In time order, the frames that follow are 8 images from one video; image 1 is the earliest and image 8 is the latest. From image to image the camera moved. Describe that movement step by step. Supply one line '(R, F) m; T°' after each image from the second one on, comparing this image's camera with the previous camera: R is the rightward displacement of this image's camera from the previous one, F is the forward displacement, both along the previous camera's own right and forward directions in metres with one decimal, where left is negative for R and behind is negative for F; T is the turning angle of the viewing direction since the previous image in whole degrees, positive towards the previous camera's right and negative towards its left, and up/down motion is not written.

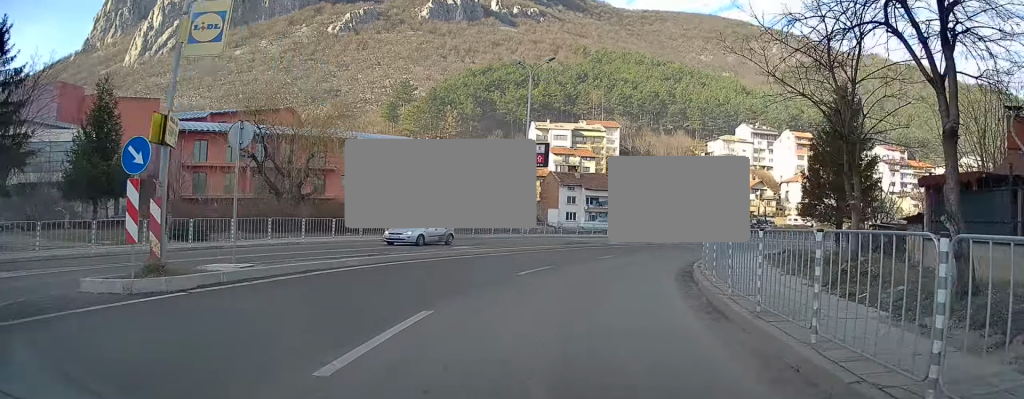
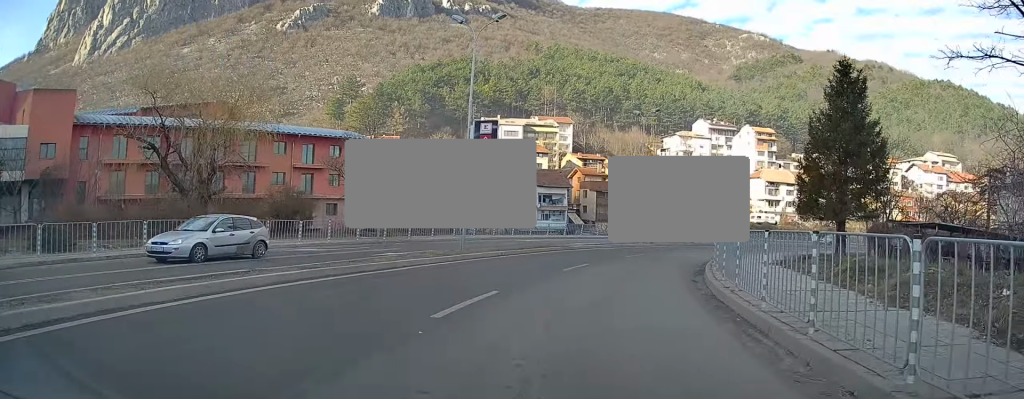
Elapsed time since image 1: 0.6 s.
(-0.3, +6.0) m; +5°
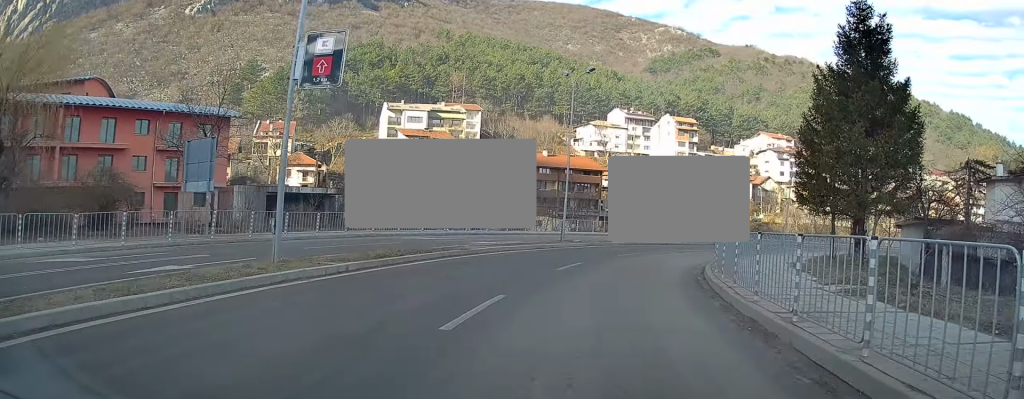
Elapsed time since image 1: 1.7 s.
(+1.4, +9.9) m; +11°
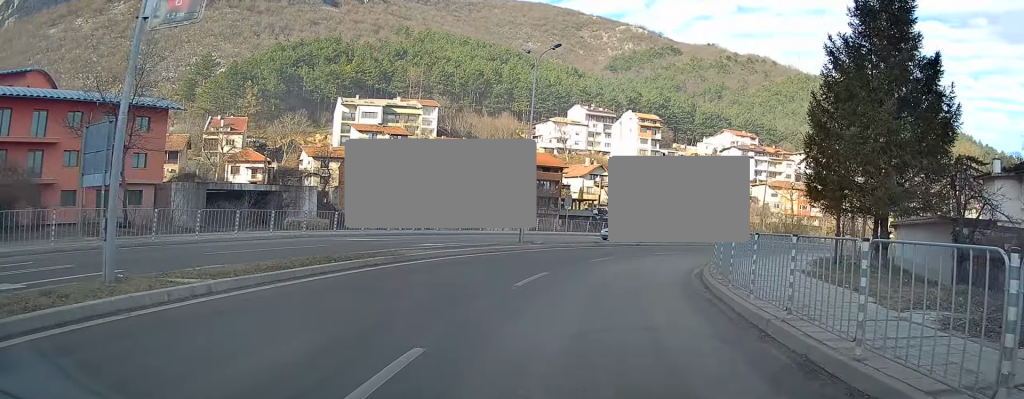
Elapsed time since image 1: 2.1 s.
(+0.2, +4.5) m; +3°
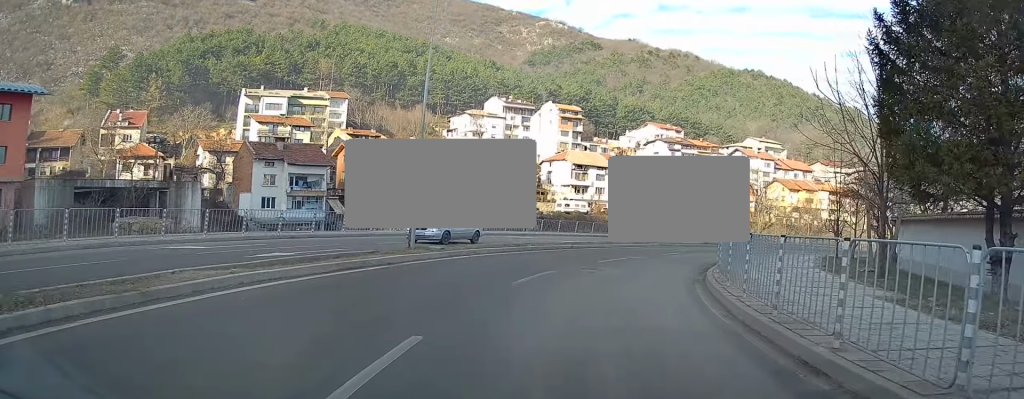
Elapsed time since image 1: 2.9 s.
(+0.4, +8.2) m; +6°
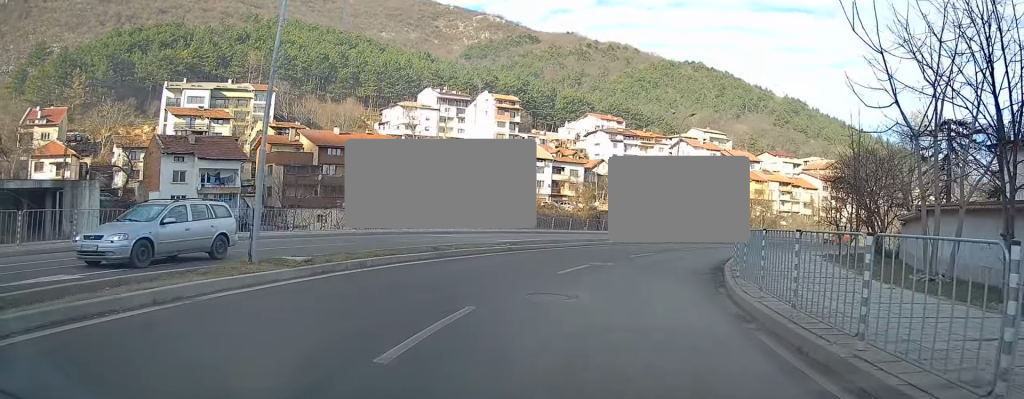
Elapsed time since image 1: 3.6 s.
(+0.2, +7.1) m; +5°
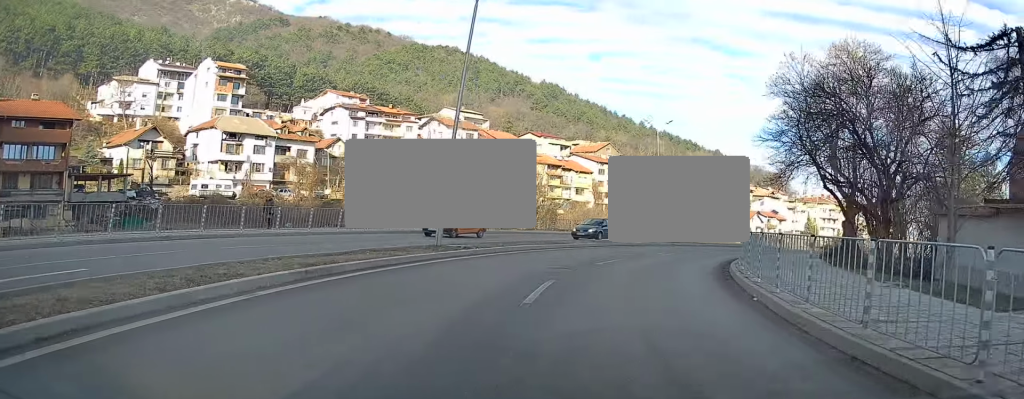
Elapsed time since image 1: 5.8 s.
(+4.2, +23.5) m; +22°
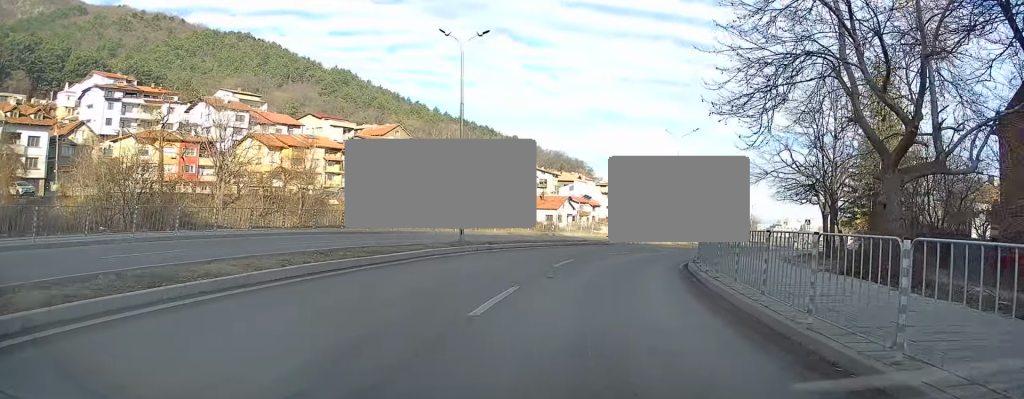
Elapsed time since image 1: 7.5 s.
(+3.3, +18.8) m; +18°
